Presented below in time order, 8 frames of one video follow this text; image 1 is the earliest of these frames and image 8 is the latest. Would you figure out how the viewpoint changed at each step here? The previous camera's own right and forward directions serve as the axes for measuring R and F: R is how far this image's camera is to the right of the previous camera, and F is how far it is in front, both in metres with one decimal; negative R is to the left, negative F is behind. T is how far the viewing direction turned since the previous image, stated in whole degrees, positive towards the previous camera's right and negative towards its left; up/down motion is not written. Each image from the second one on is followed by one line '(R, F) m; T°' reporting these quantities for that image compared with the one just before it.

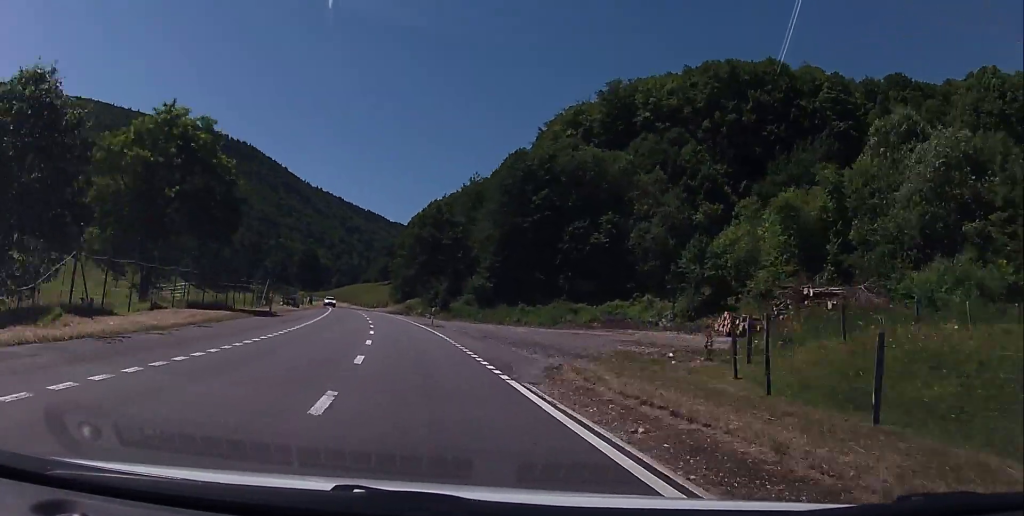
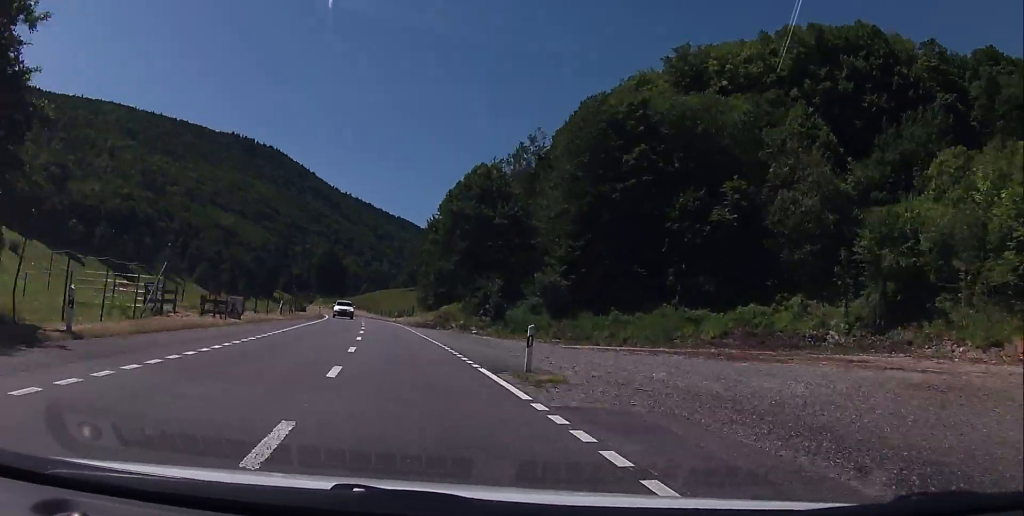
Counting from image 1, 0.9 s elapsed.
(-0.8, +26.8) m; -3°
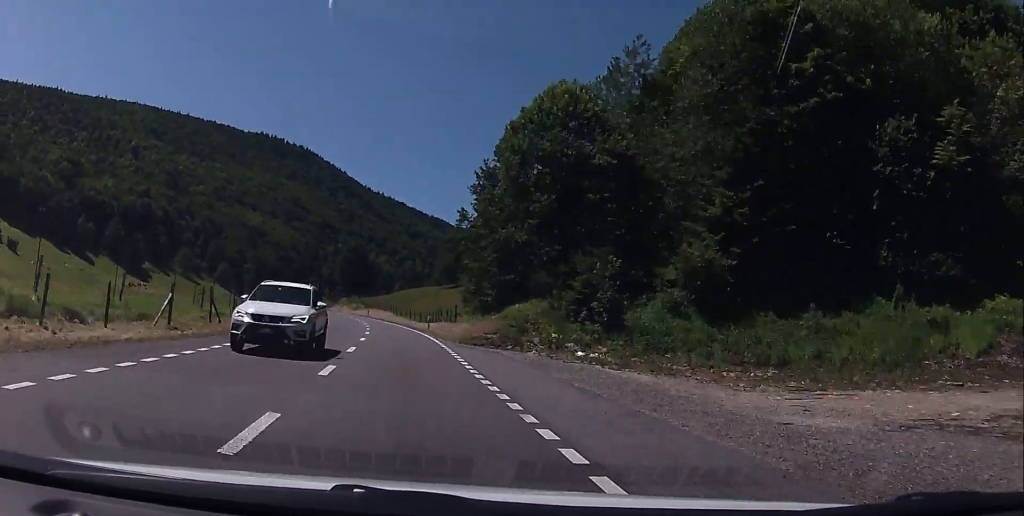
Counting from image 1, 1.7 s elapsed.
(-0.1, +23.8) m; -3°
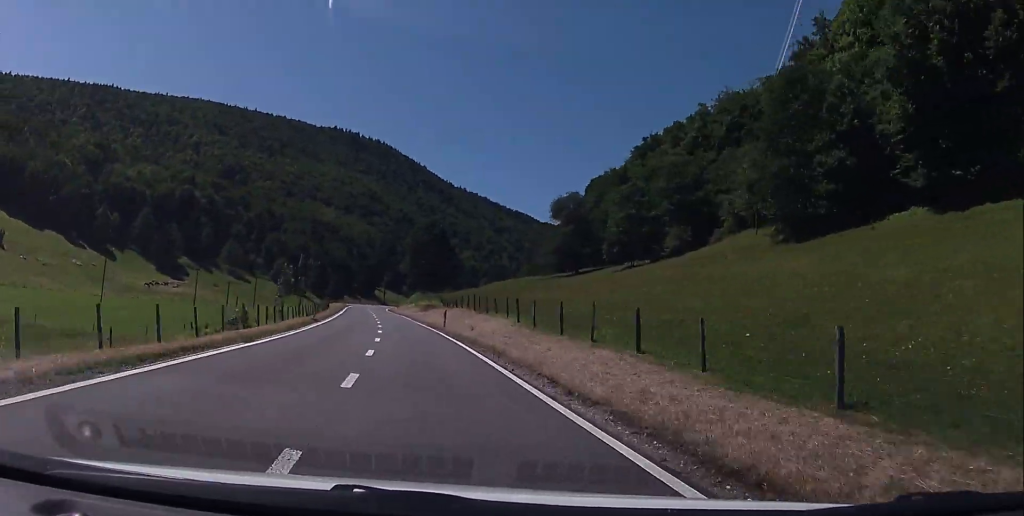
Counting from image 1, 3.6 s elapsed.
(-3.8, +56.3) m; -7°
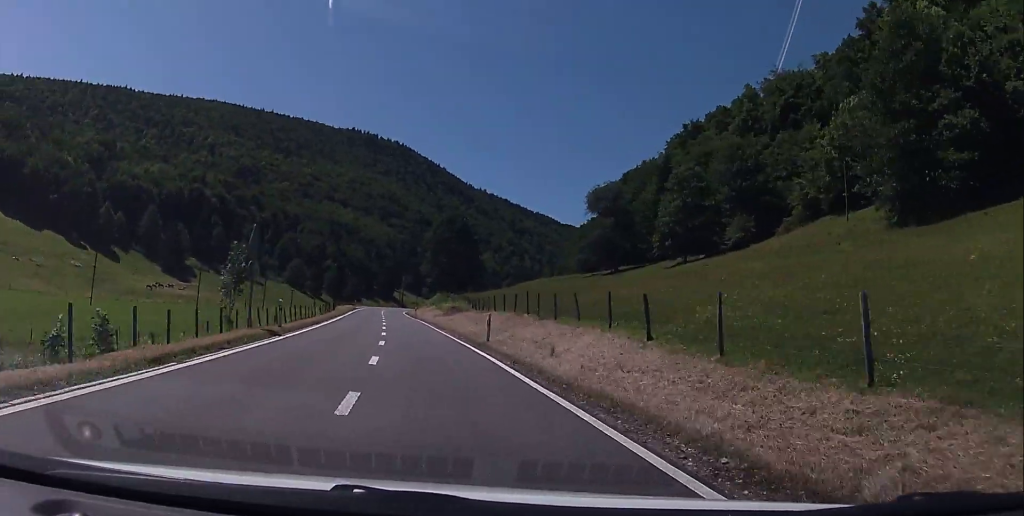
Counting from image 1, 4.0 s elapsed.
(-0.3, +14.3) m; -1°
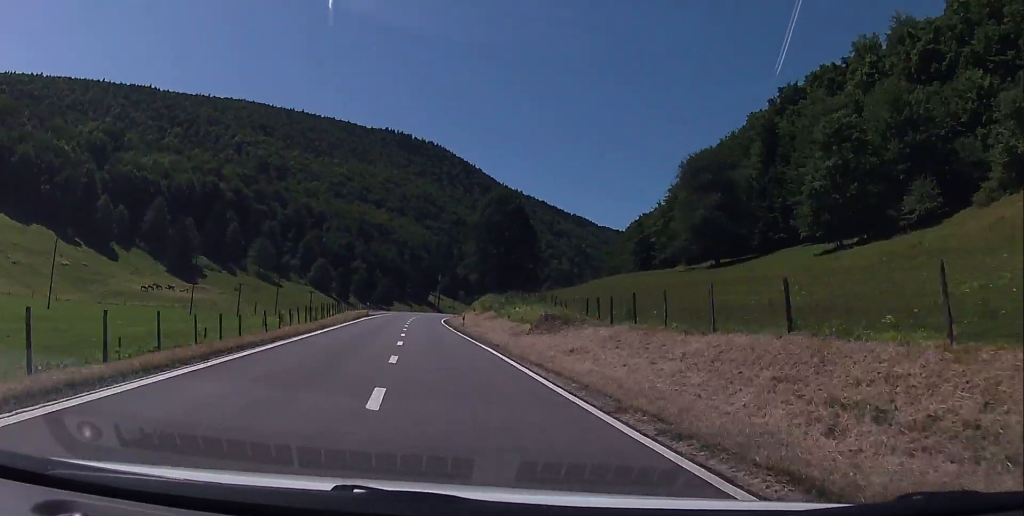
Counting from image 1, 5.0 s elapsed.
(-0.8, +29.9) m; -3°
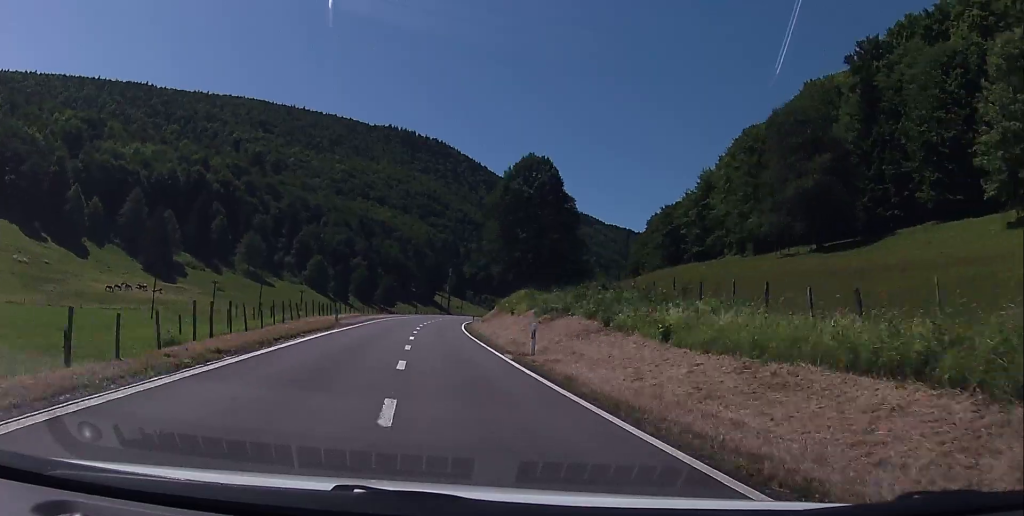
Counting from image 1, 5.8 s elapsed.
(-0.4, +25.1) m; -1°
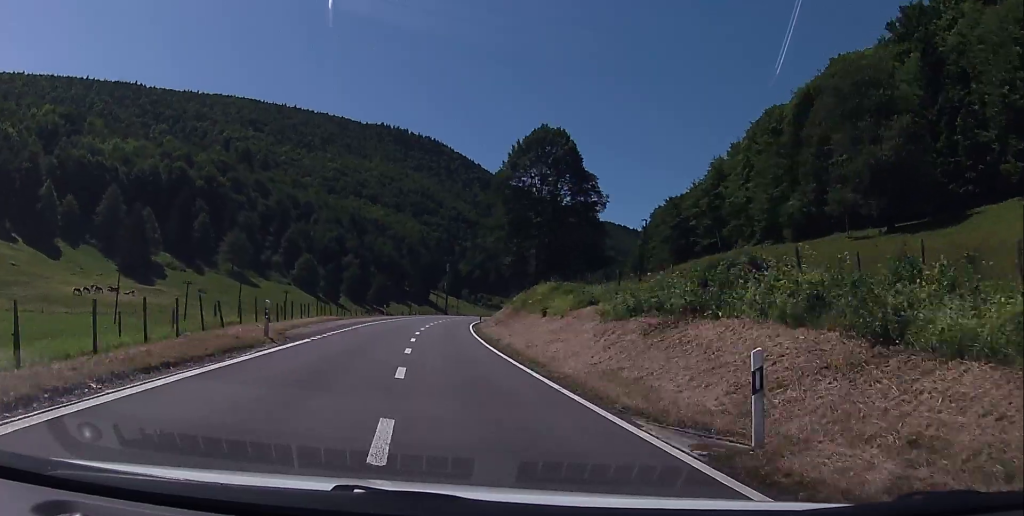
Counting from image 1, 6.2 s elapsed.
(0.0, +13.8) m; 0°
